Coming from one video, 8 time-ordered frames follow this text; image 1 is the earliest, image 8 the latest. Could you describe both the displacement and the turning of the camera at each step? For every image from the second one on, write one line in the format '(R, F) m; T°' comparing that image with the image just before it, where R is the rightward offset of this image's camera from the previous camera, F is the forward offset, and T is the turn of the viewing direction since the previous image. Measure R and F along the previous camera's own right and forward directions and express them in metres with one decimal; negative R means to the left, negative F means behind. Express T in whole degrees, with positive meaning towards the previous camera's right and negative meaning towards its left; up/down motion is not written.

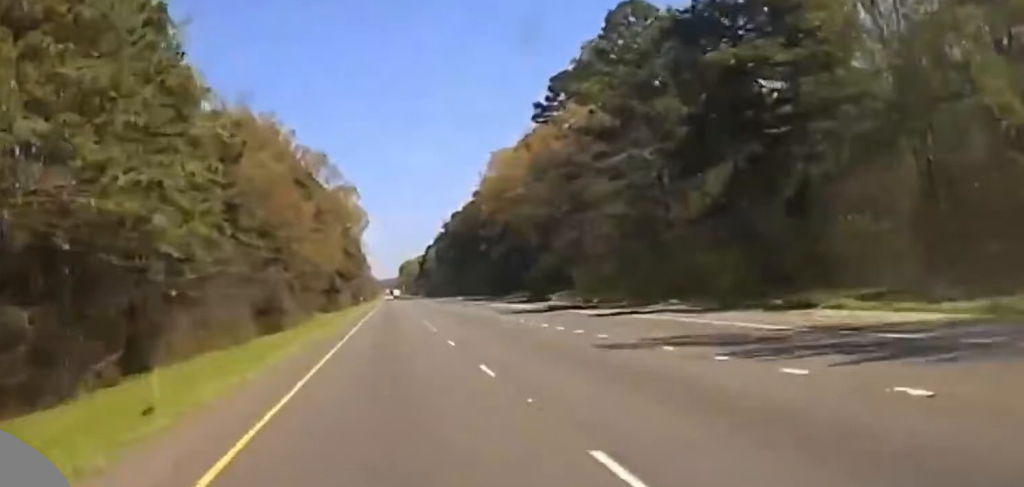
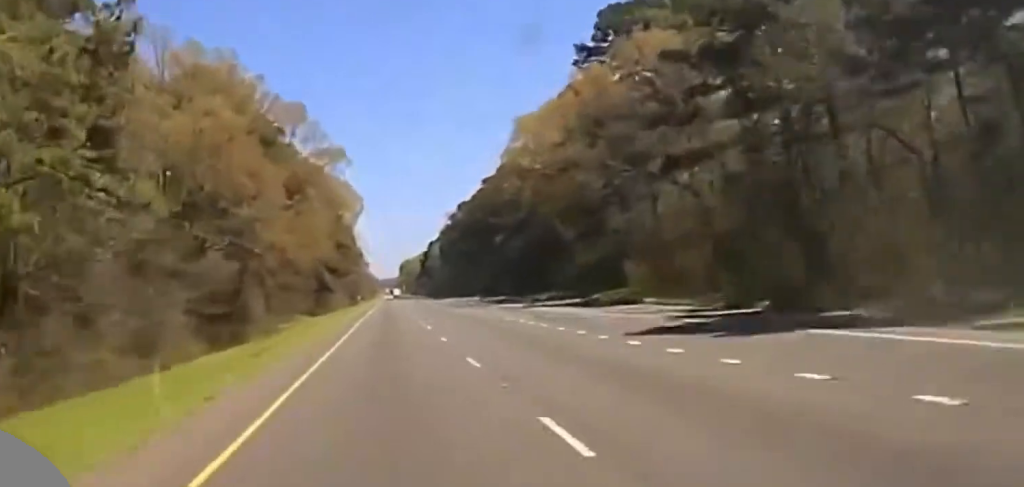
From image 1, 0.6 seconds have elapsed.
(+0.1, +35.9) m; 0°
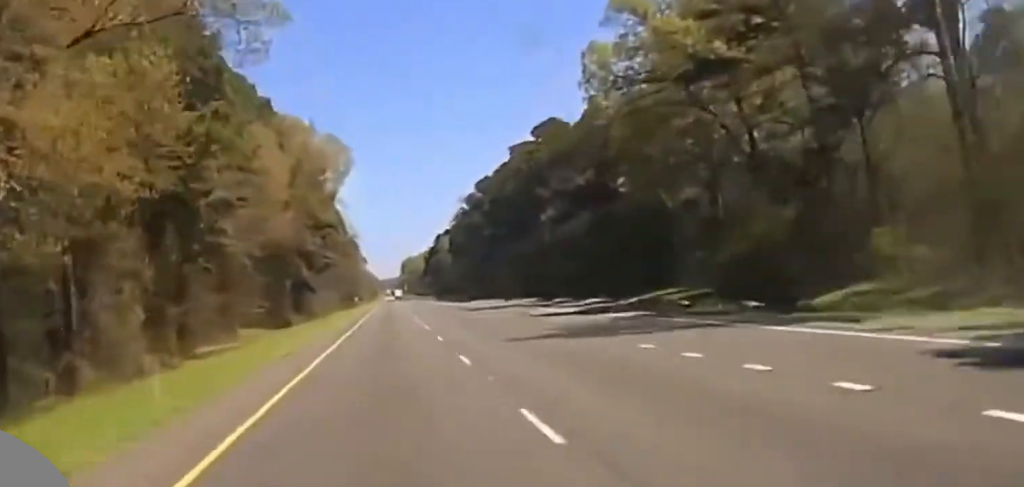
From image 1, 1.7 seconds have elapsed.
(0.0, +64.4) m; 0°
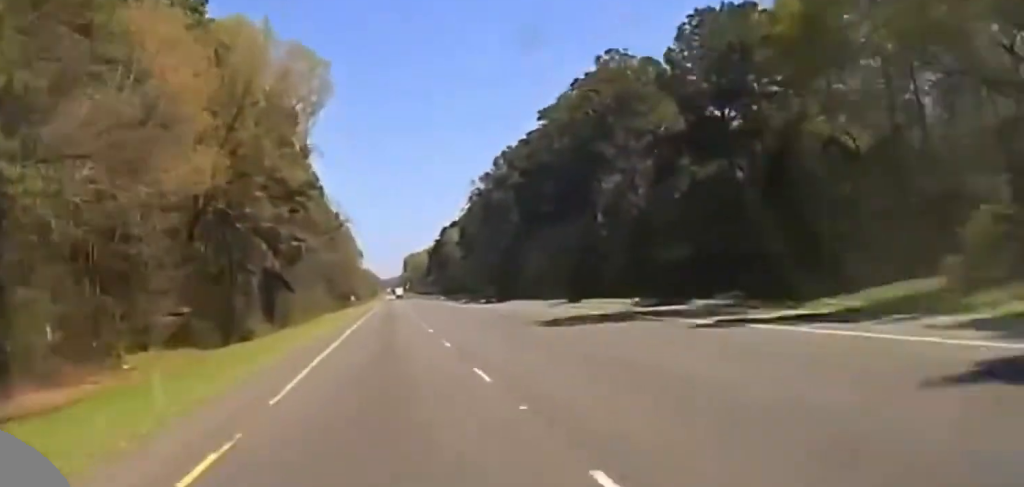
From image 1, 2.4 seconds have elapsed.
(0.0, +38.3) m; 0°
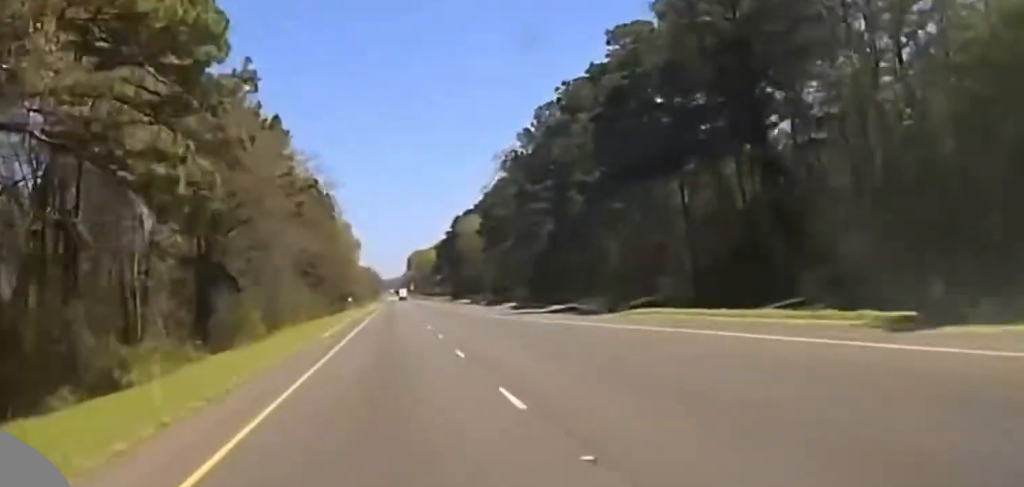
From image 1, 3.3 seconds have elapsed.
(-0.2, +48.8) m; 0°
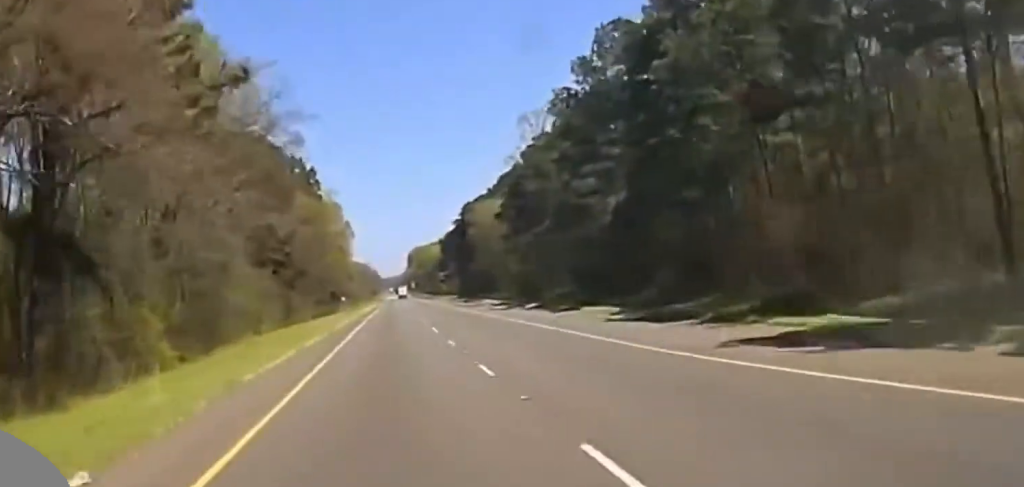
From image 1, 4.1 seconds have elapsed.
(+0.3, +41.2) m; 0°
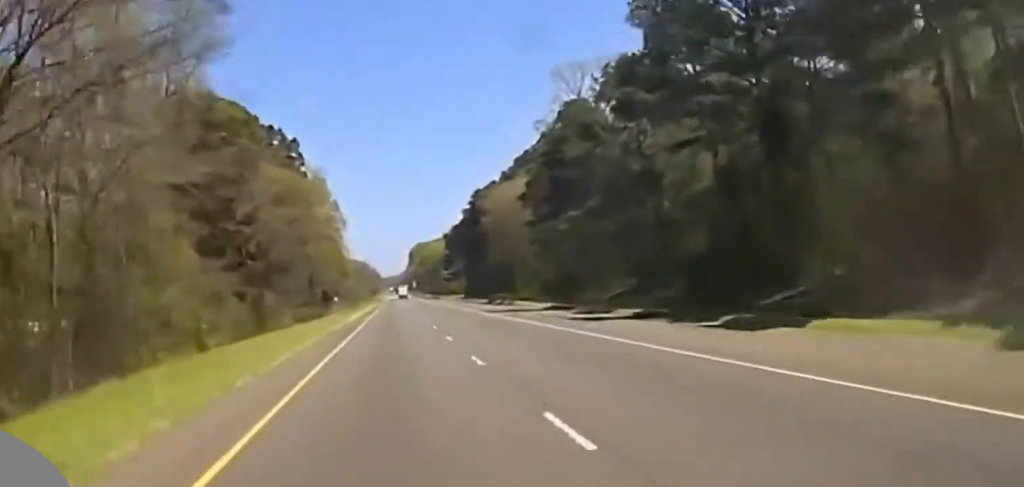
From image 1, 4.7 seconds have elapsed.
(+0.1, +31.0) m; 0°
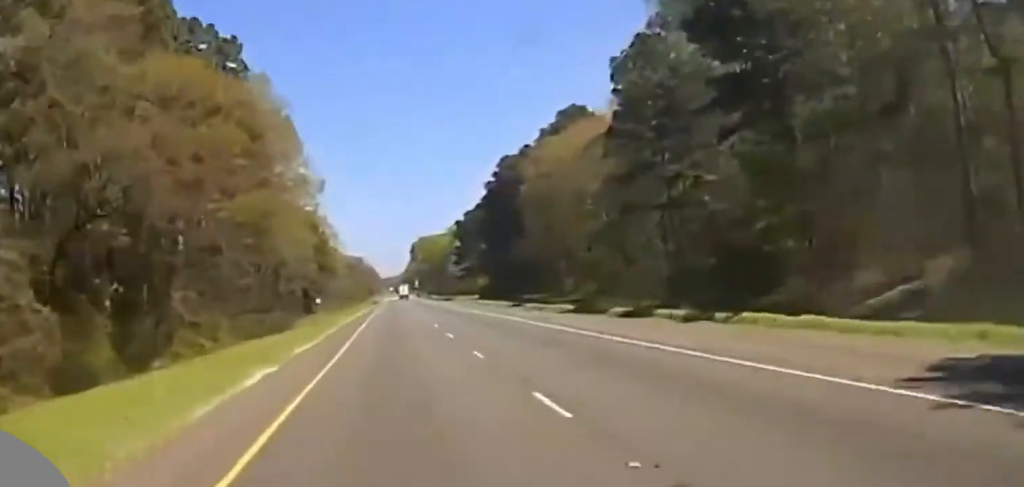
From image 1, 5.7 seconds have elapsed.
(-0.4, +57.8) m; 0°
